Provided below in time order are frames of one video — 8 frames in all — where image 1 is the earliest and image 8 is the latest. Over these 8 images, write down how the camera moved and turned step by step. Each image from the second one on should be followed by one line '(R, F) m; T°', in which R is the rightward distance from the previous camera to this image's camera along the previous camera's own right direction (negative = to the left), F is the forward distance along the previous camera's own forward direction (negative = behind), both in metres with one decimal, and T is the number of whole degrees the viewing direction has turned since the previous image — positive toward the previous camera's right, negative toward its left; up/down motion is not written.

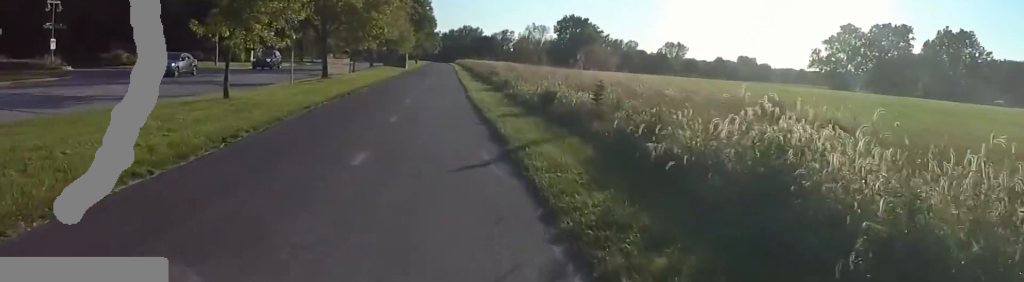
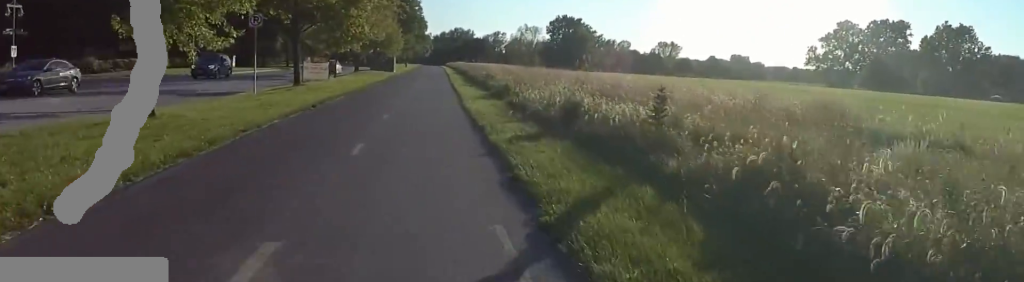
(+0.1, +3.6) m; +2°
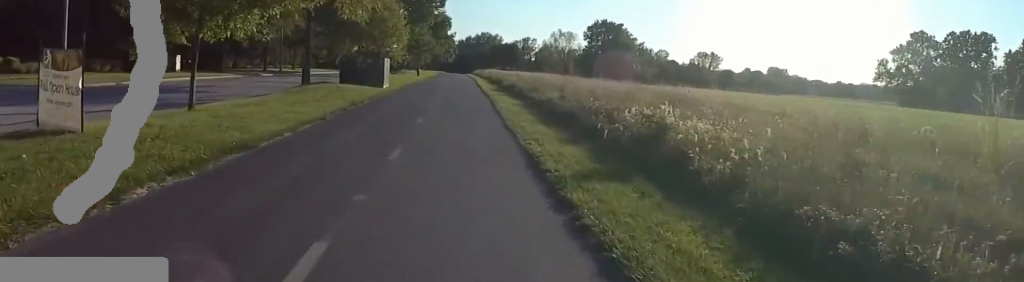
(-1.3, +22.8) m; +1°
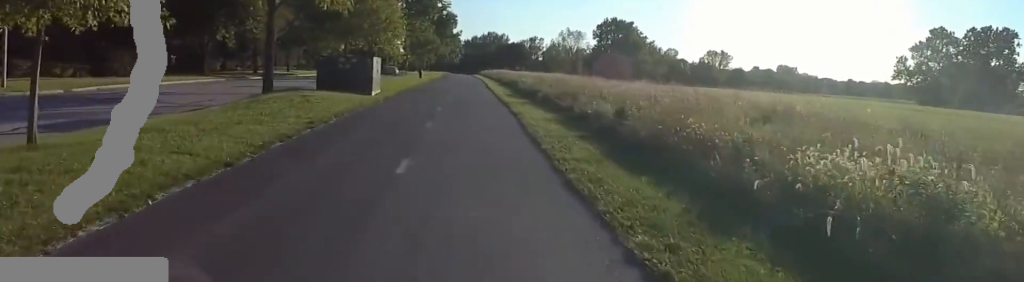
(+0.4, +5.4) m; -1°
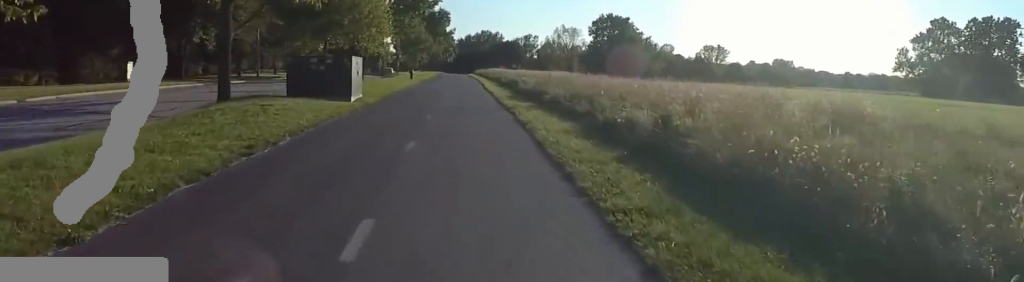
(-0.2, +2.8) m; -4°
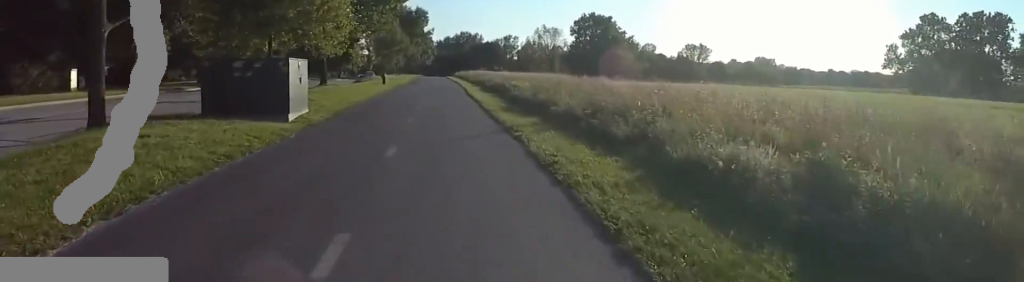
(-0.2, +4.7) m; -4°
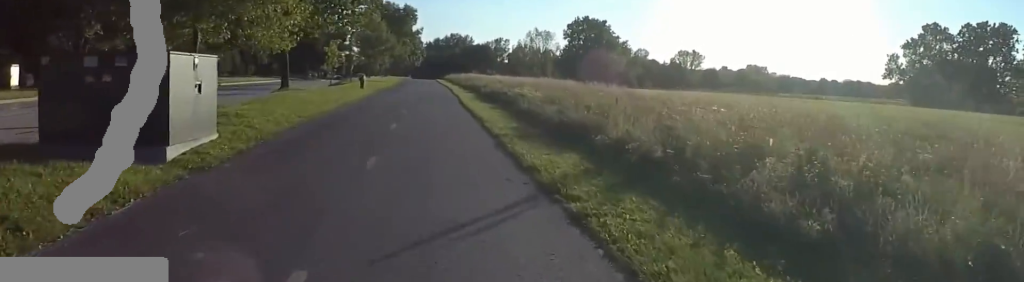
(-0.3, +5.2) m; 0°
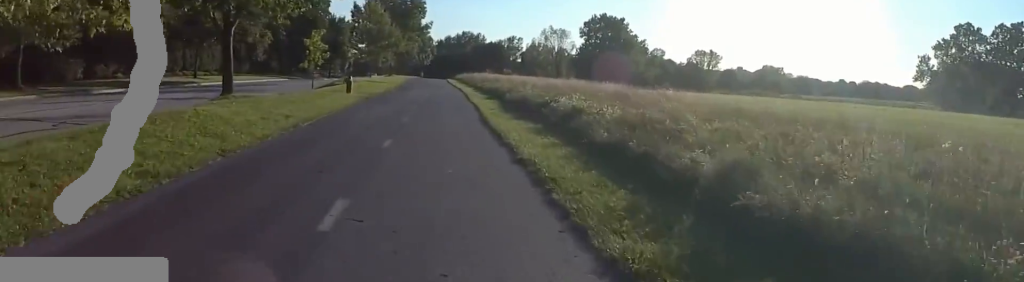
(+0.4, +7.1) m; +5°
